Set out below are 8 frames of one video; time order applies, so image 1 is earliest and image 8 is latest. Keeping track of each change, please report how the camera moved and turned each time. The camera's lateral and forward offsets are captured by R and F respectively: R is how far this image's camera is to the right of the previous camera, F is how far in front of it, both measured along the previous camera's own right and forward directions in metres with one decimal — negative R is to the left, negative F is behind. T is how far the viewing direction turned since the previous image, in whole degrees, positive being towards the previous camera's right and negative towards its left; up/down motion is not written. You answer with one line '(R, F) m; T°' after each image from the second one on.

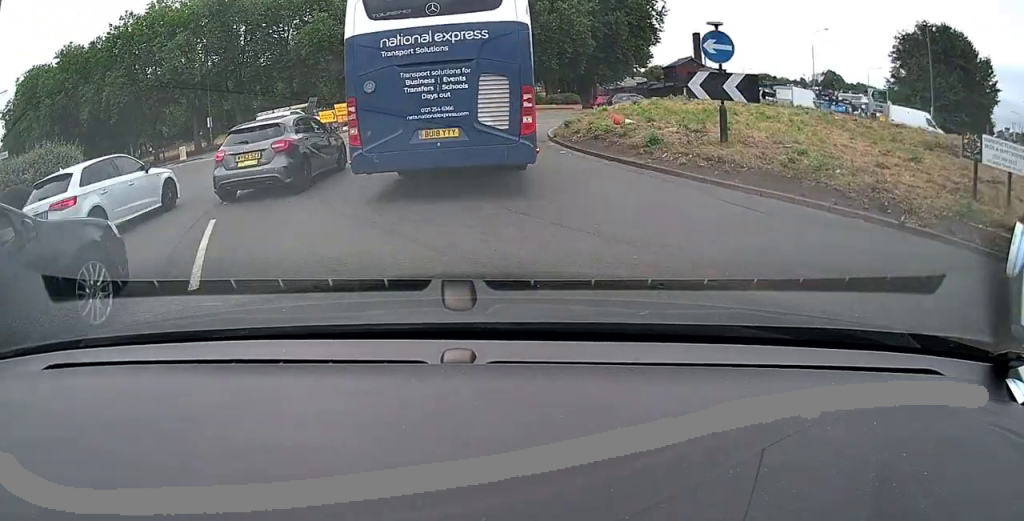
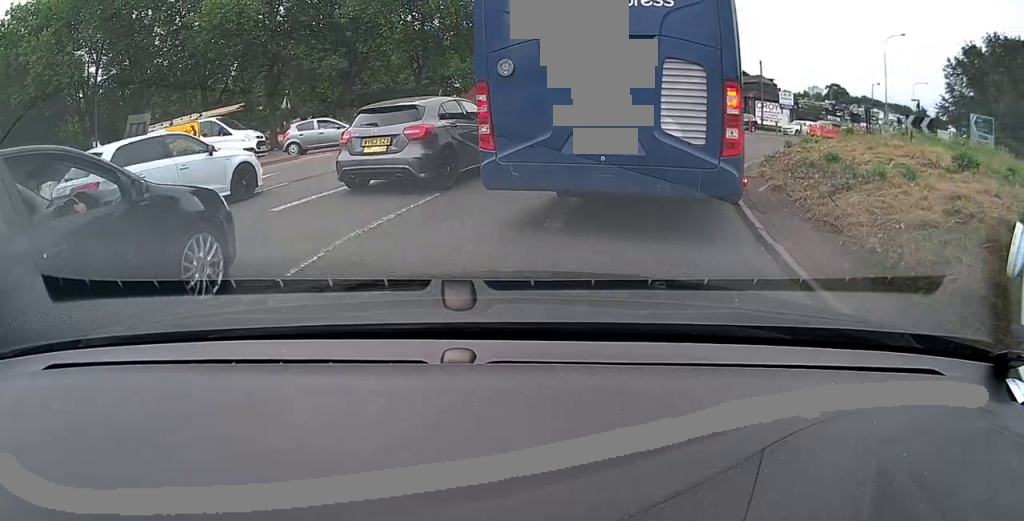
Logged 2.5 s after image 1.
(-1.3, +18.1) m; +7°
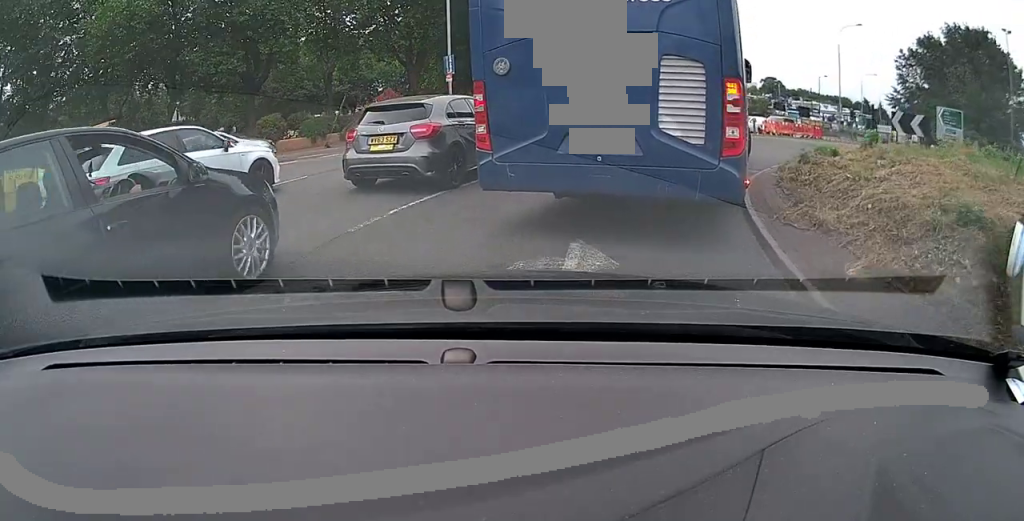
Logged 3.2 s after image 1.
(+0.3, +4.0) m; +8°
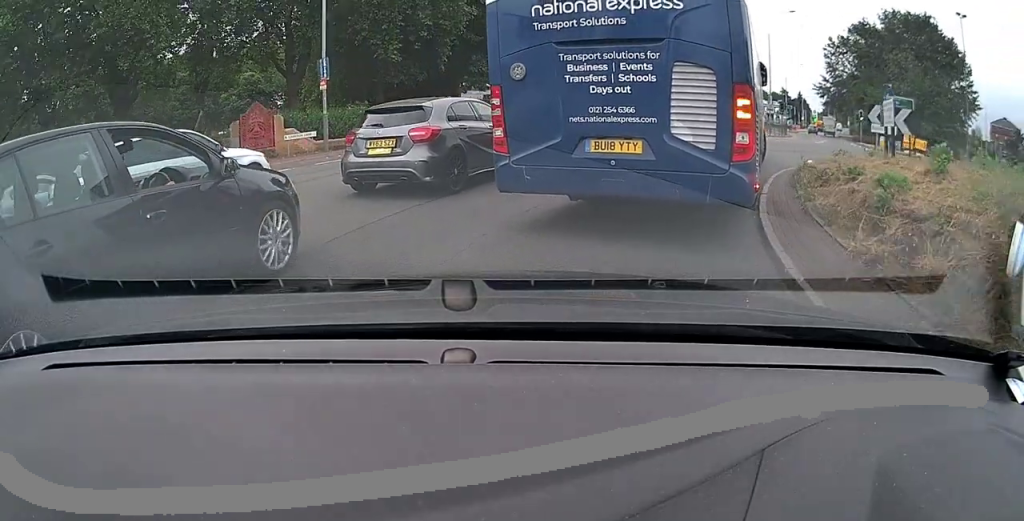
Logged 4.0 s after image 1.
(+0.4, +4.5) m; +11°
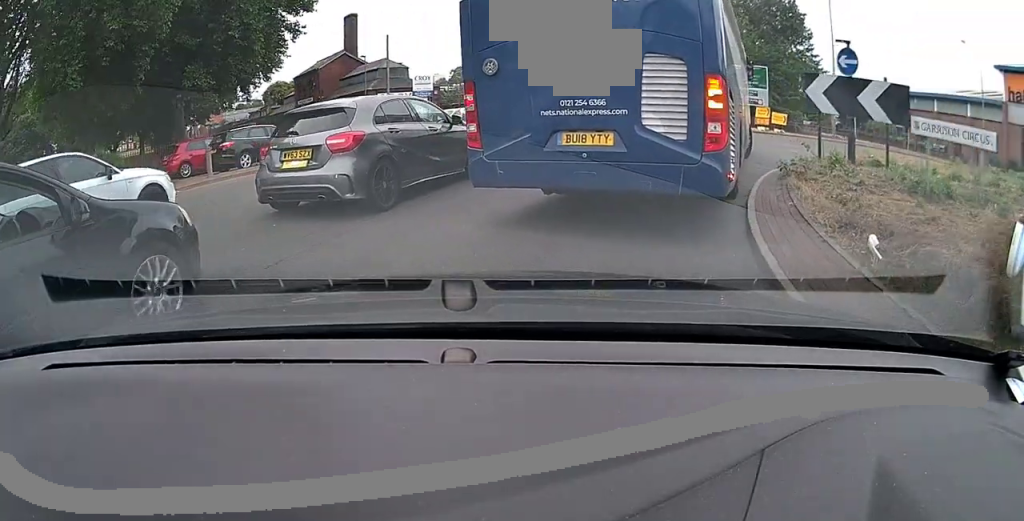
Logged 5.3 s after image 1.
(+1.5, +8.2) m; +20°
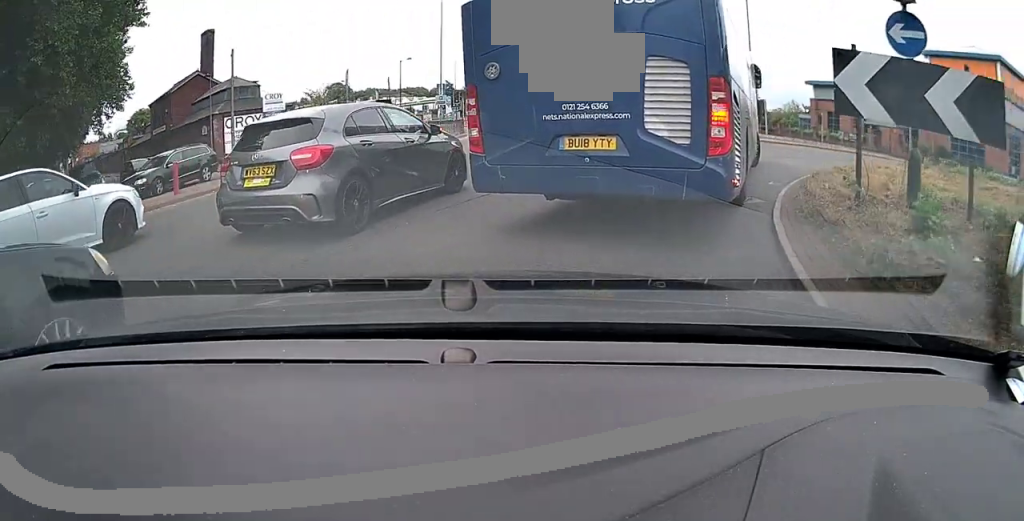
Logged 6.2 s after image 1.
(+0.5, +5.4) m; +11°
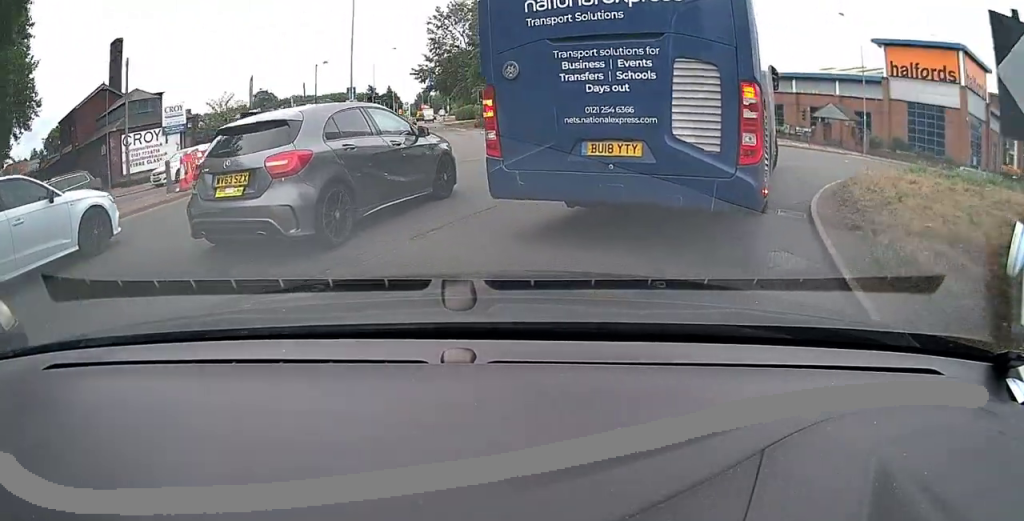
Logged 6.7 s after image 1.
(+0.2, +3.5) m; +8°
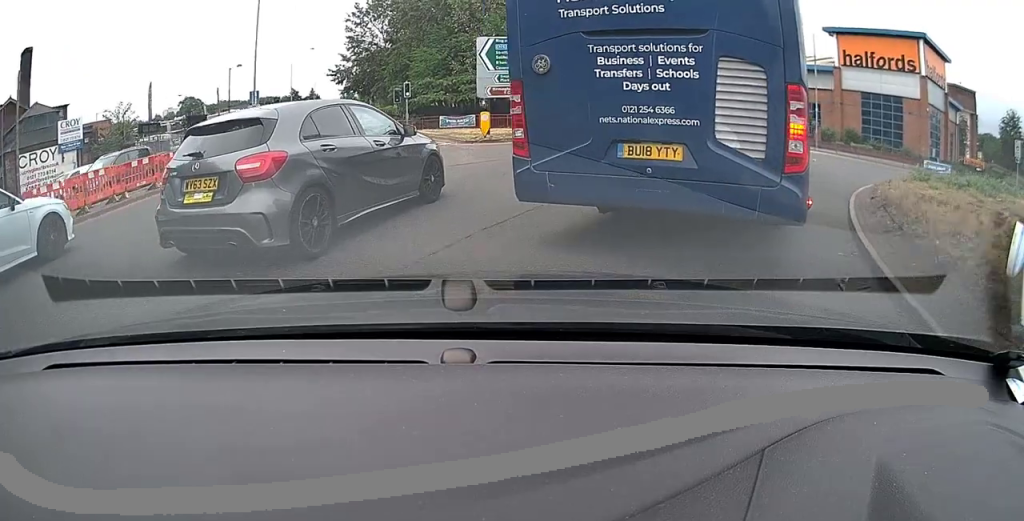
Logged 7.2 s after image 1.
(+0.2, +3.4) m; +7°
